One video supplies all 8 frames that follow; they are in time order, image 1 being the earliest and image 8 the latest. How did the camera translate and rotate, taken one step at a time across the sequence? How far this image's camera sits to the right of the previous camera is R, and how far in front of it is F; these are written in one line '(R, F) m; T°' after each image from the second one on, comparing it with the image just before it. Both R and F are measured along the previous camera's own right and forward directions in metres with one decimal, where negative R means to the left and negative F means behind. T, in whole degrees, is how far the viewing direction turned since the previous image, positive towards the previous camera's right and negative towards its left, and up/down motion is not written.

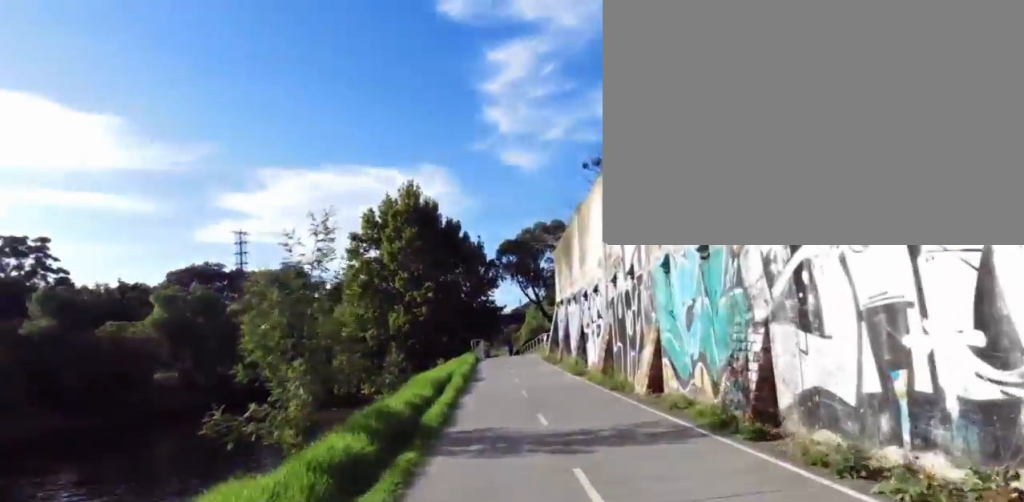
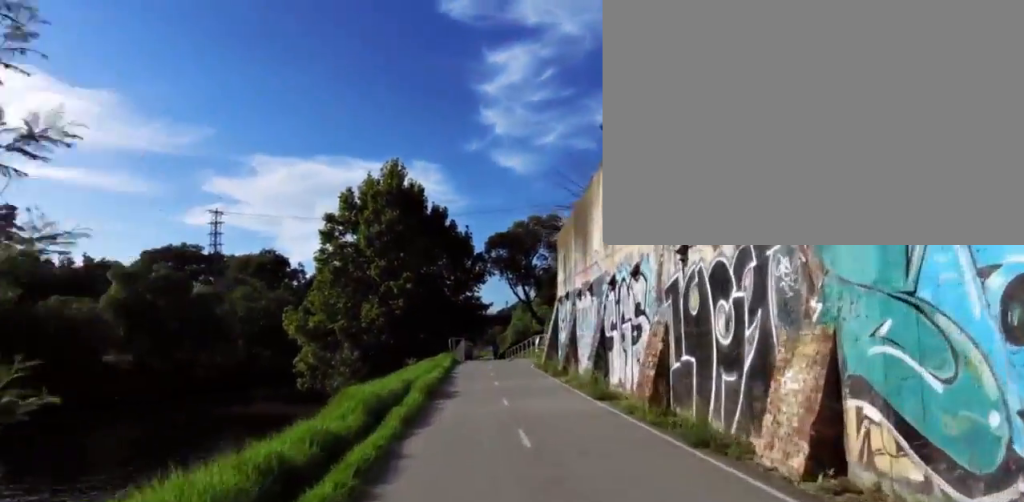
(0.0, +5.3) m; -7°
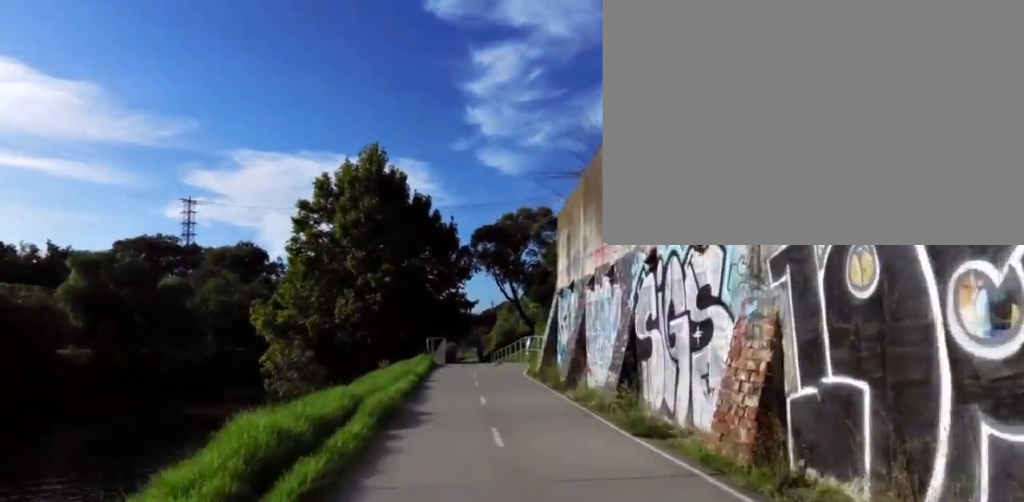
(-0.3, +2.9) m; -2°
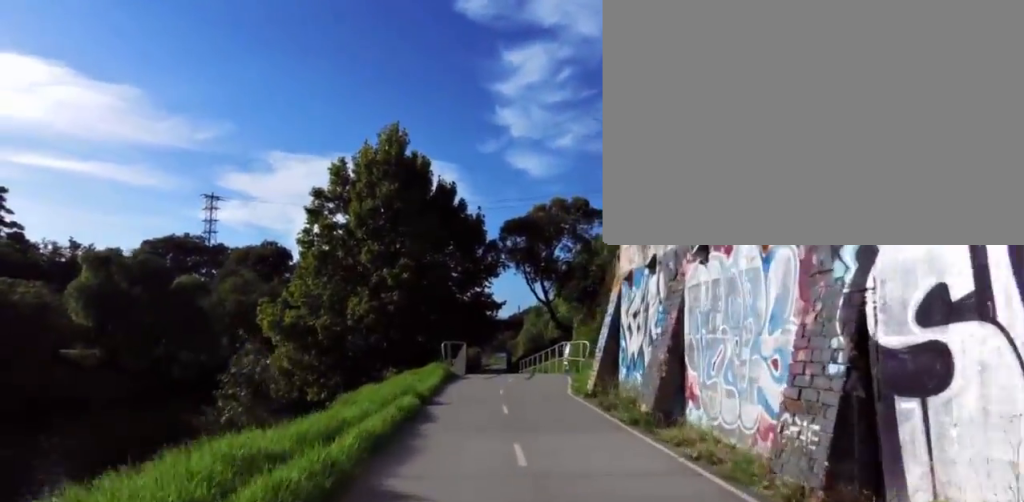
(-0.4, +3.9) m; -2°
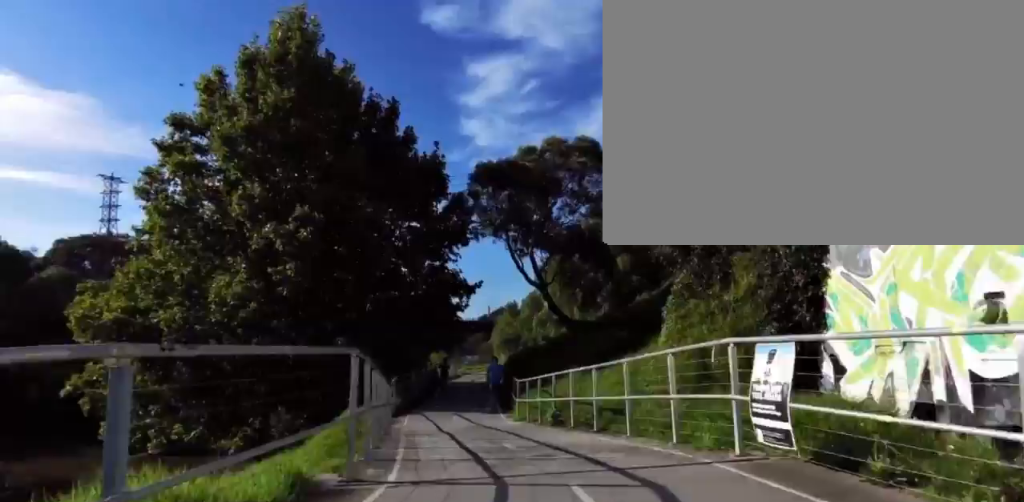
(+1.6, +16.2) m; +8°
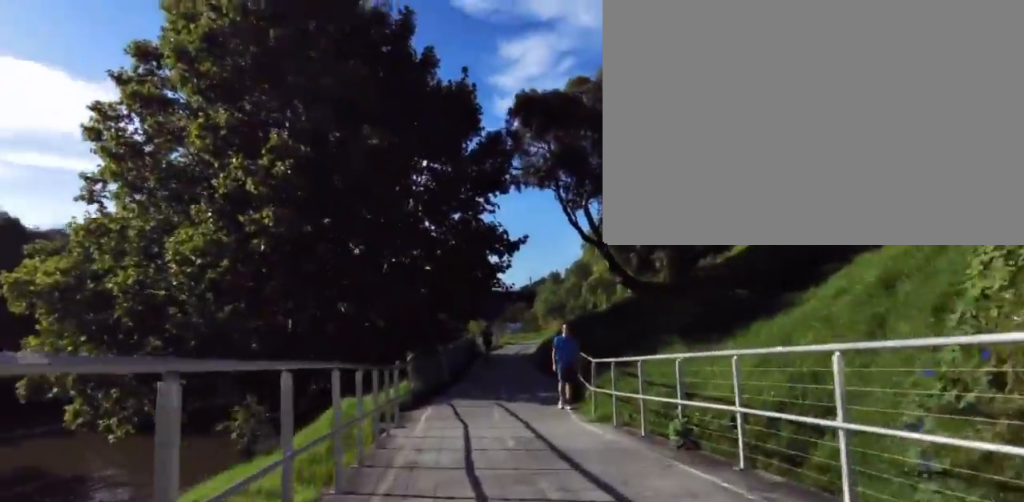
(+0.2, +7.2) m; 0°
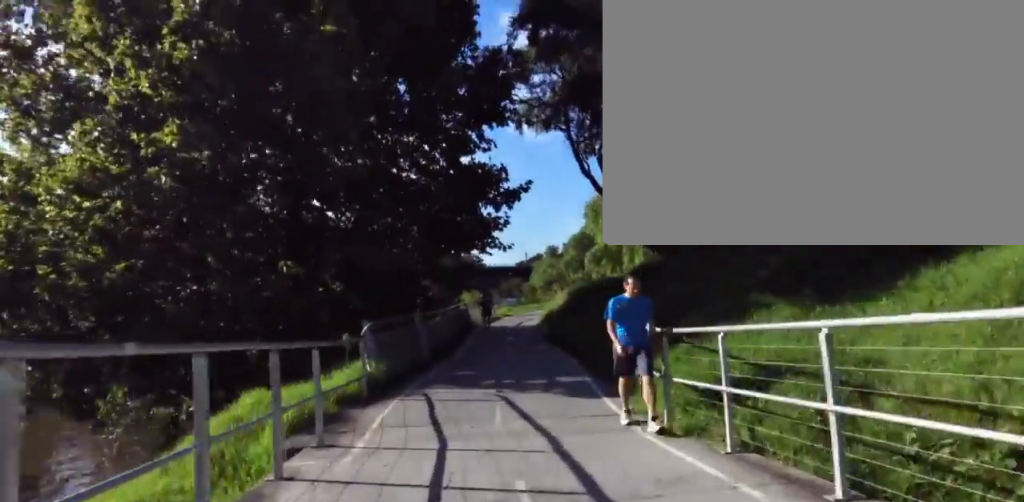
(-0.3, +5.1) m; 0°
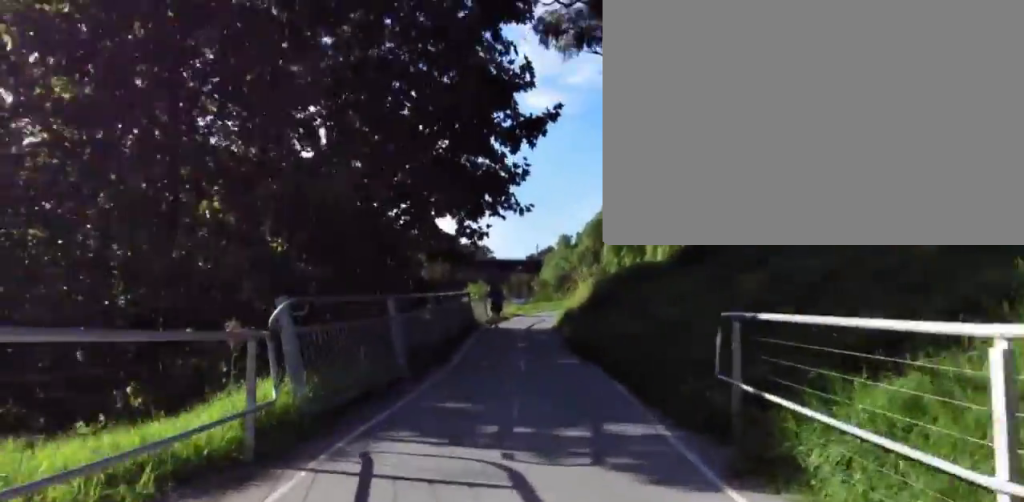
(+0.1, +4.4) m; +4°
